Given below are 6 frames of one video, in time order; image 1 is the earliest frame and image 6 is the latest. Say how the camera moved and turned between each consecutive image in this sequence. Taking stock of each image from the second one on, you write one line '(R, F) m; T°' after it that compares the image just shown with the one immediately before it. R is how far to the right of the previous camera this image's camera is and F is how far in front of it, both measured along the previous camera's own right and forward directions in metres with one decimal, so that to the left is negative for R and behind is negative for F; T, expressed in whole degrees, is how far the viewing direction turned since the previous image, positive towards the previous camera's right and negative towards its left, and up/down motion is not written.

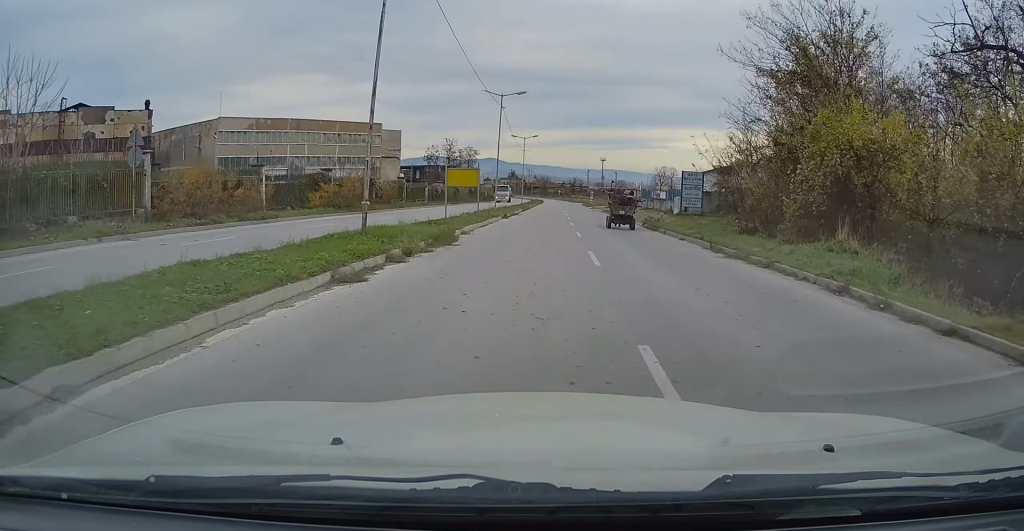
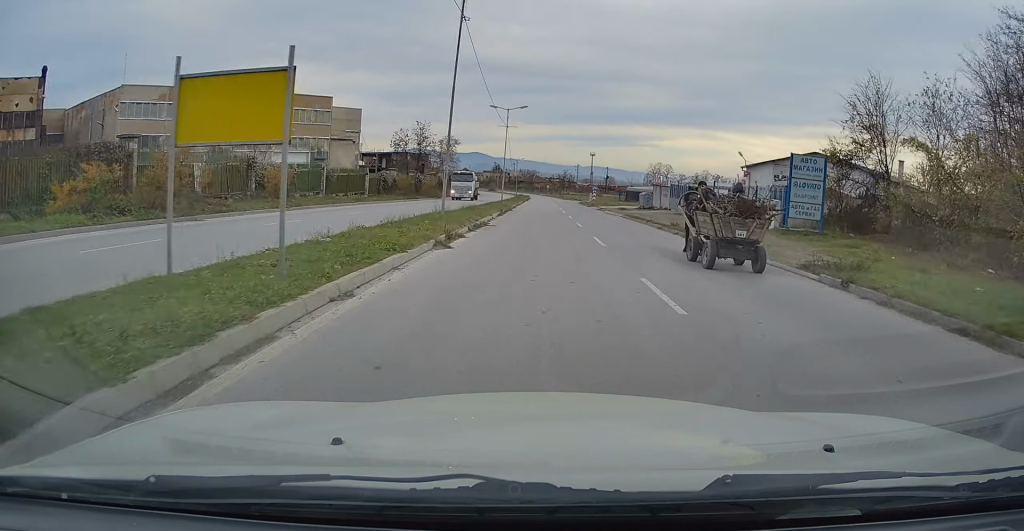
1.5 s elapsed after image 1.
(+0.5, +21.9) m; +2°
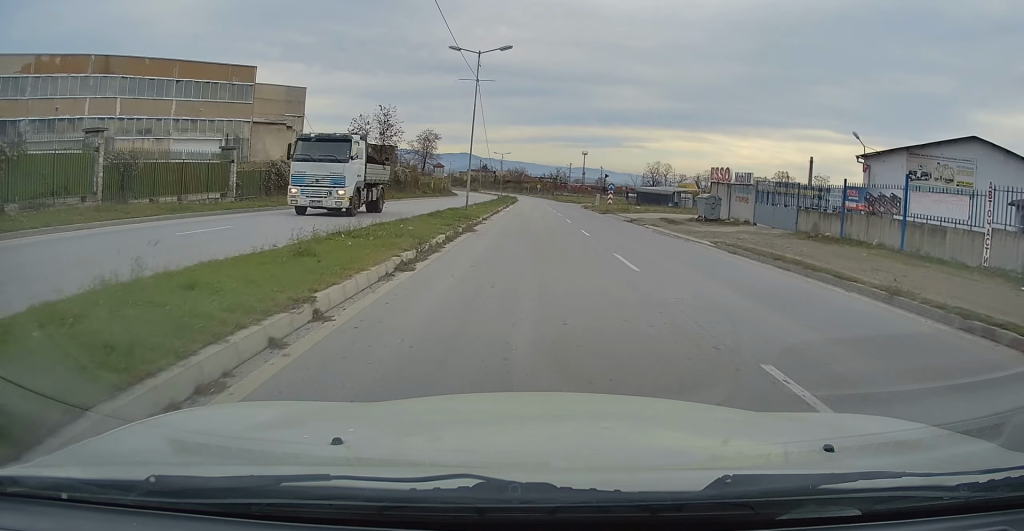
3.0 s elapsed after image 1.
(+0.1, +22.7) m; +2°
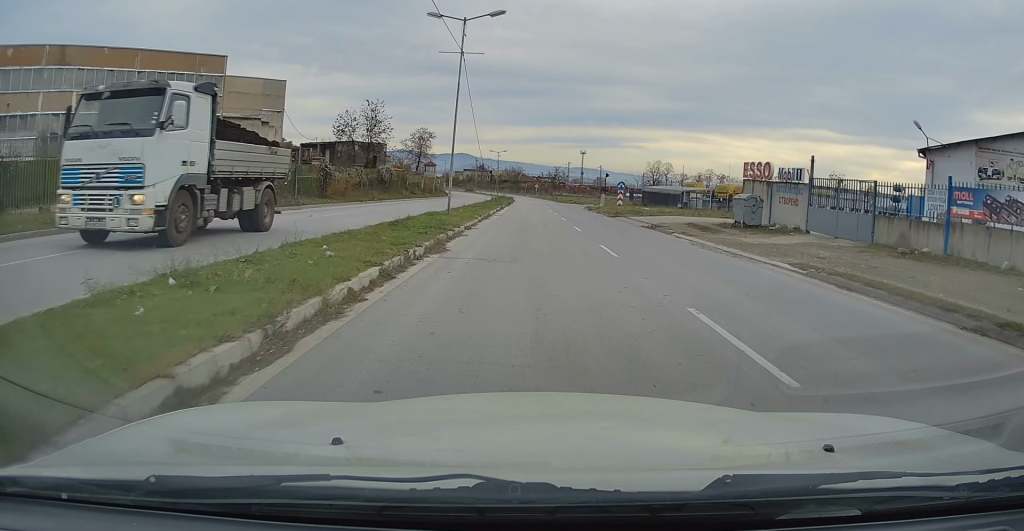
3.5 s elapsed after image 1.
(+0.2, +6.5) m; 0°
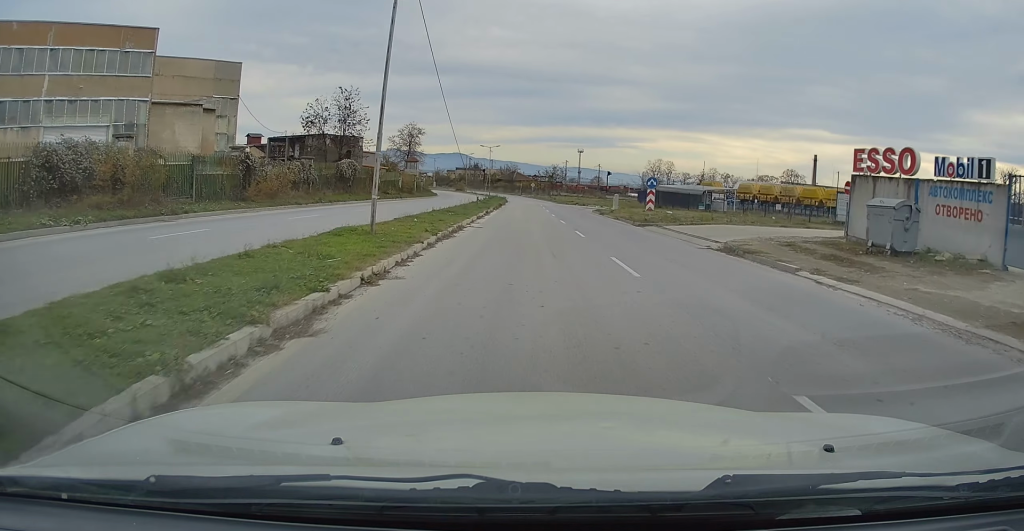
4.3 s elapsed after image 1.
(+0.1, +12.0) m; 0°
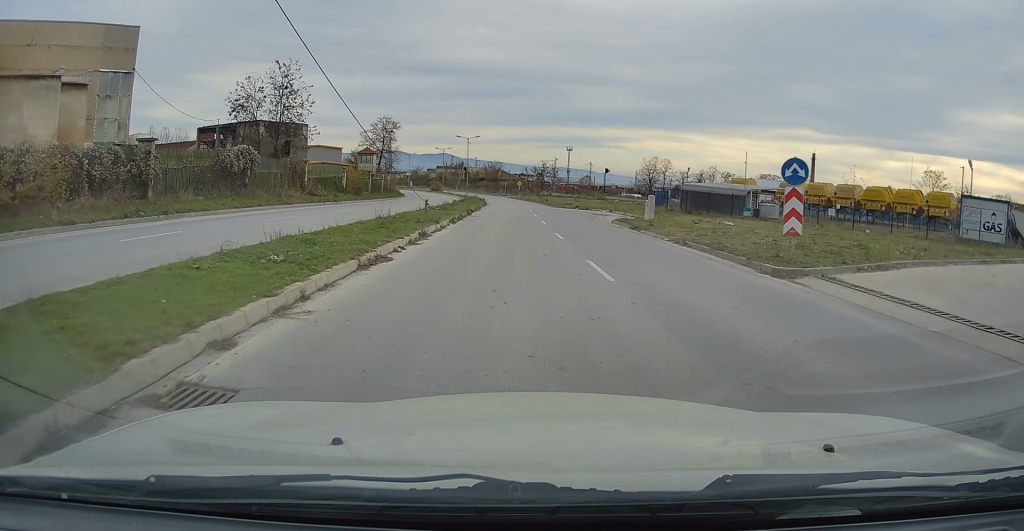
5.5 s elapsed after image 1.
(-0.1, +17.9) m; +1°
